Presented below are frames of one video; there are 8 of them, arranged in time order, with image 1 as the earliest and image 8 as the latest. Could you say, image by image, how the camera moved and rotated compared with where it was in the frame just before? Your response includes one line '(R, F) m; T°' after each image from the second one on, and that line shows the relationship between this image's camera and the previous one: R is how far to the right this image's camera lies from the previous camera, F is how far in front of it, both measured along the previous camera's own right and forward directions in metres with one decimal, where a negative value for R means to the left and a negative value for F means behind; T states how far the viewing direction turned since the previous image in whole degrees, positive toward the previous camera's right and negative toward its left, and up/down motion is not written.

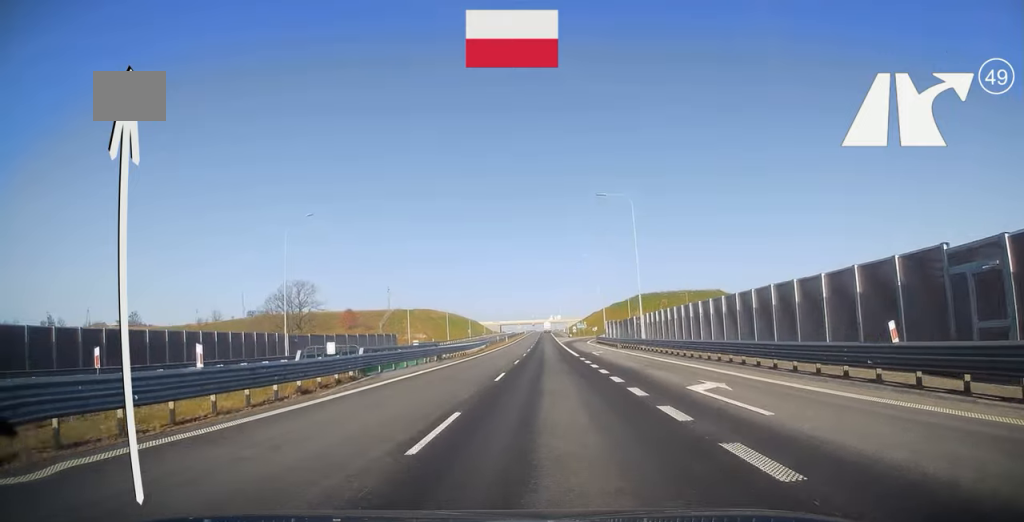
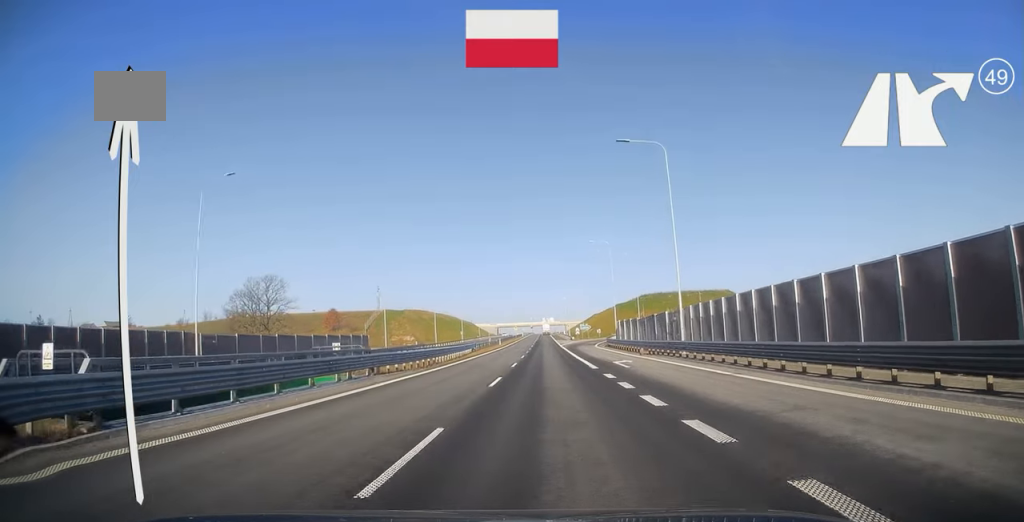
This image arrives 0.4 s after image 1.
(0.0, +14.1) m; 0°
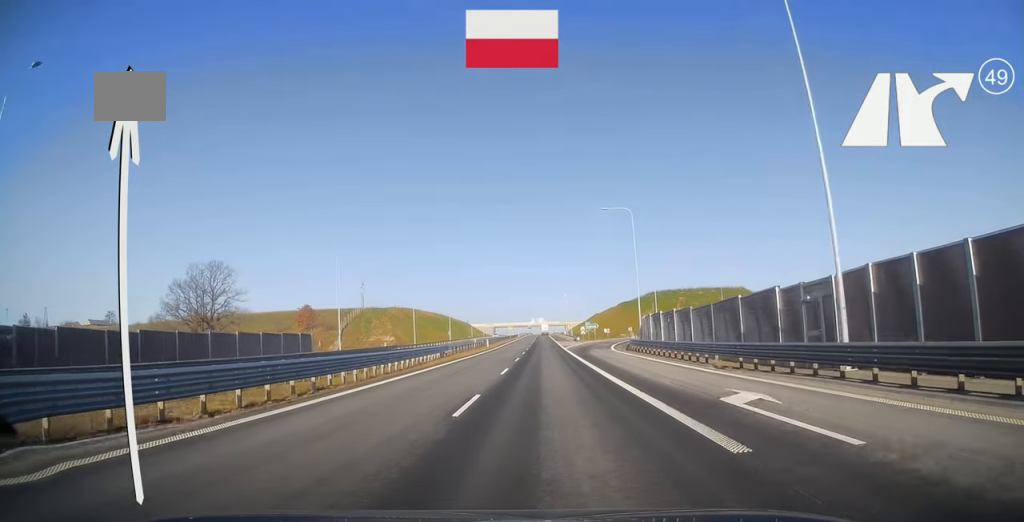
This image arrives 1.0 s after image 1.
(0.0, +18.7) m; 0°
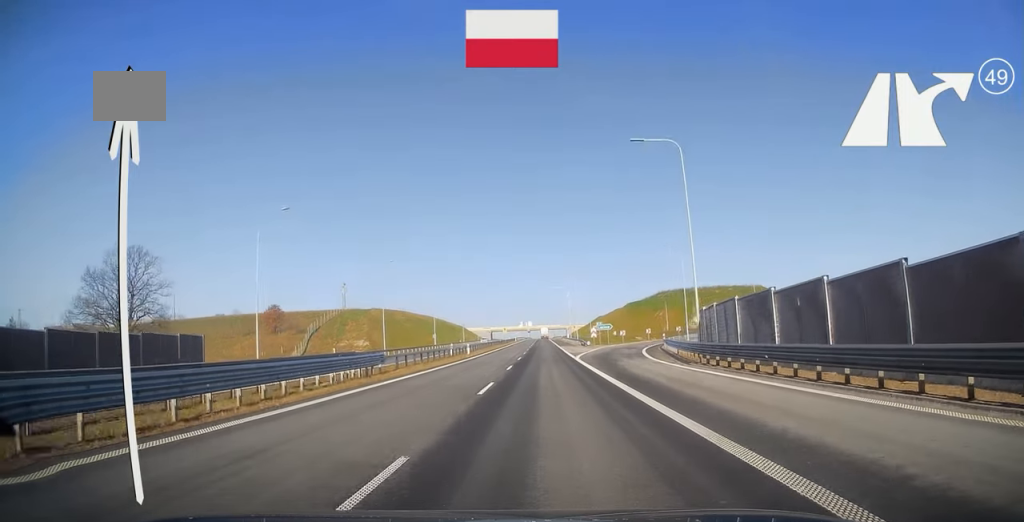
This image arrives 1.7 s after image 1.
(0.0, +19.8) m; 0°
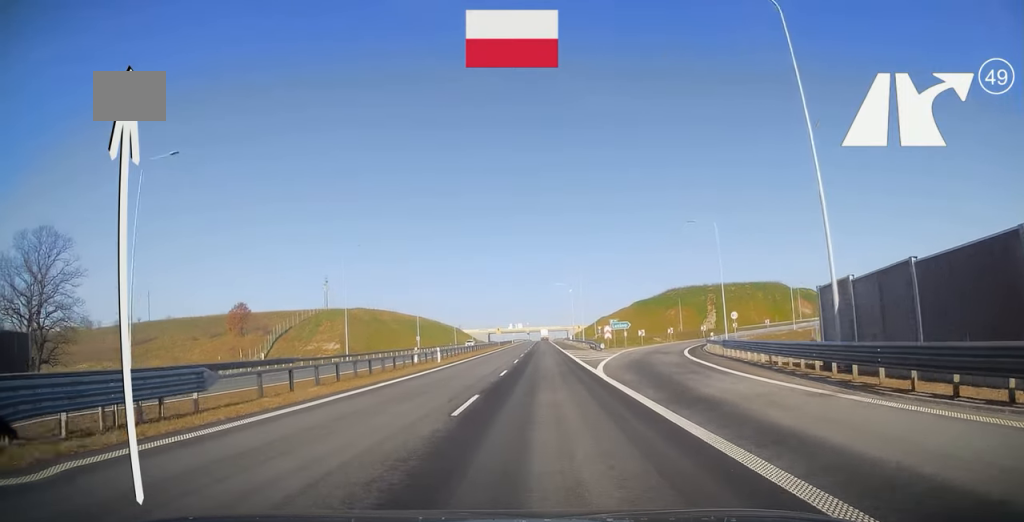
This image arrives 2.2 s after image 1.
(0.0, +16.1) m; 0°
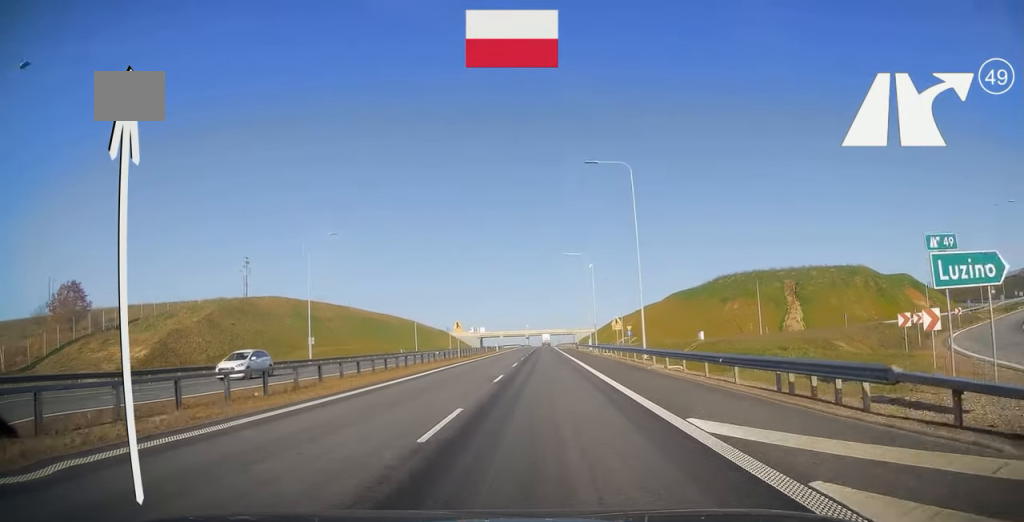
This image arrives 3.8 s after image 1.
(+0.1, +51.2) m; 0°
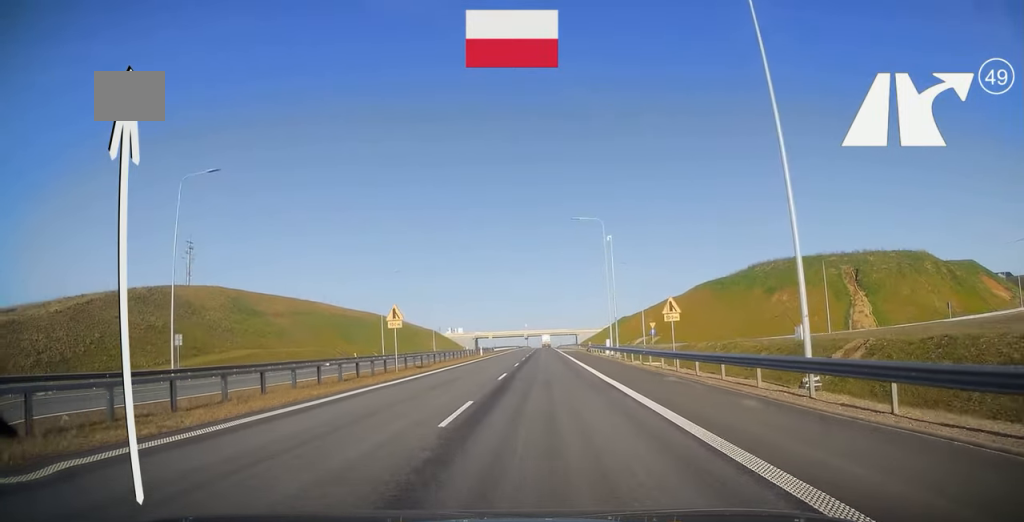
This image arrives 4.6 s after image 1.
(0.0, +22.7) m; 0°
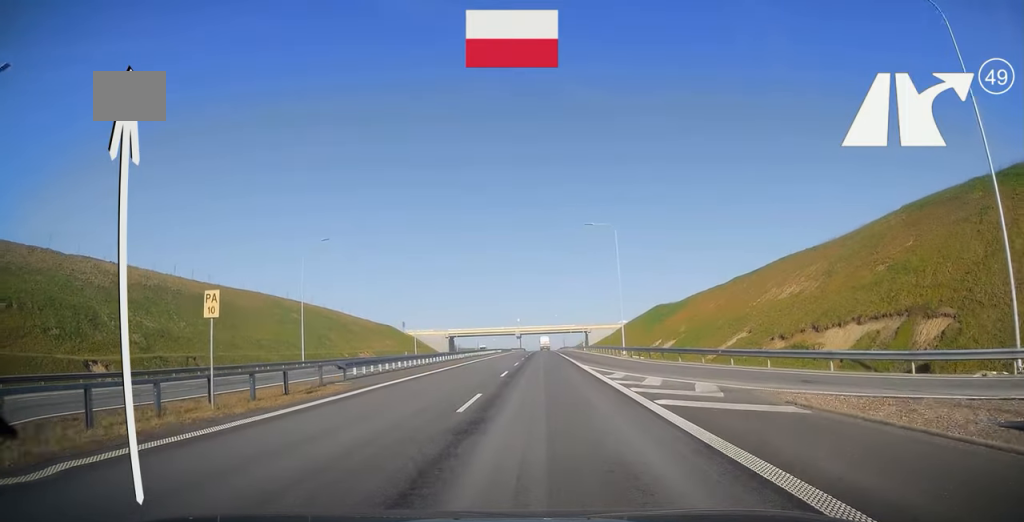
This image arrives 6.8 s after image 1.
(0.0, +70.3) m; +1°
